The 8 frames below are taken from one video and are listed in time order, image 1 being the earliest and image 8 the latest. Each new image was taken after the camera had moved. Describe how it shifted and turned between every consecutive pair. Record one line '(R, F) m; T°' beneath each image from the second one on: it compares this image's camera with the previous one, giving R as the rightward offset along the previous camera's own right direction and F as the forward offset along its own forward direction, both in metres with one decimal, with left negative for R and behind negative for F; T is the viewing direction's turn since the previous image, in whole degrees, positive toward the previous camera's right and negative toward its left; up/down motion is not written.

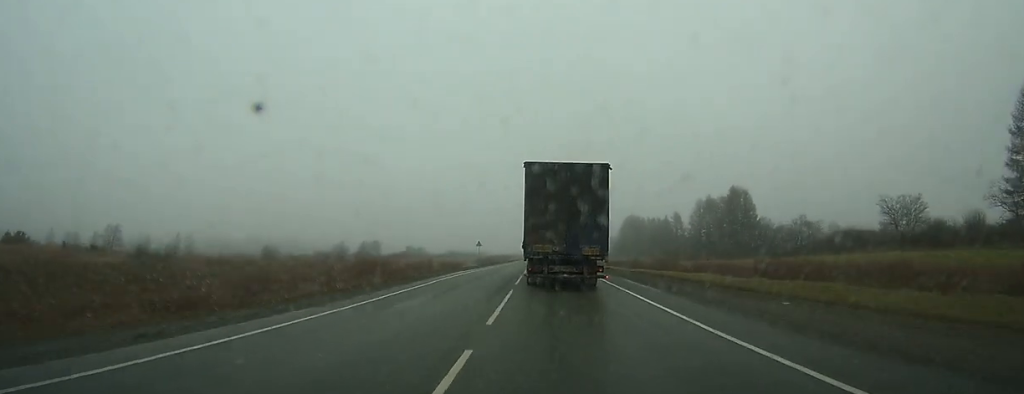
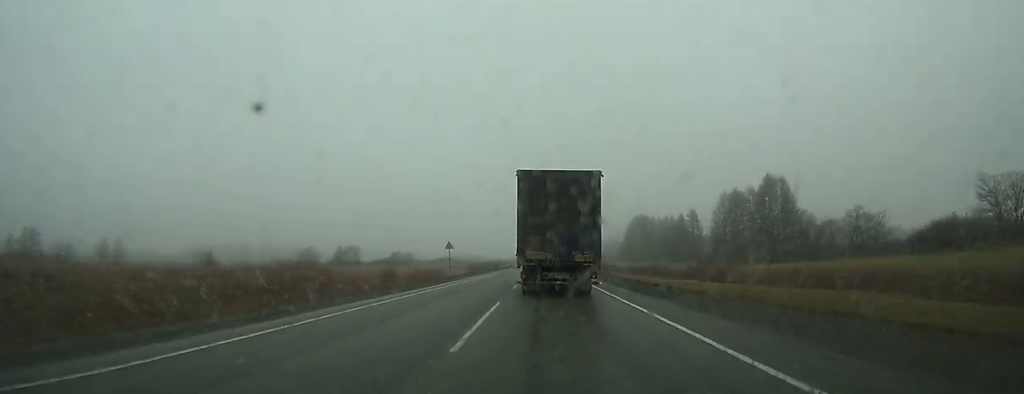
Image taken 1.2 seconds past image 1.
(+0.1, +26.3) m; 0°
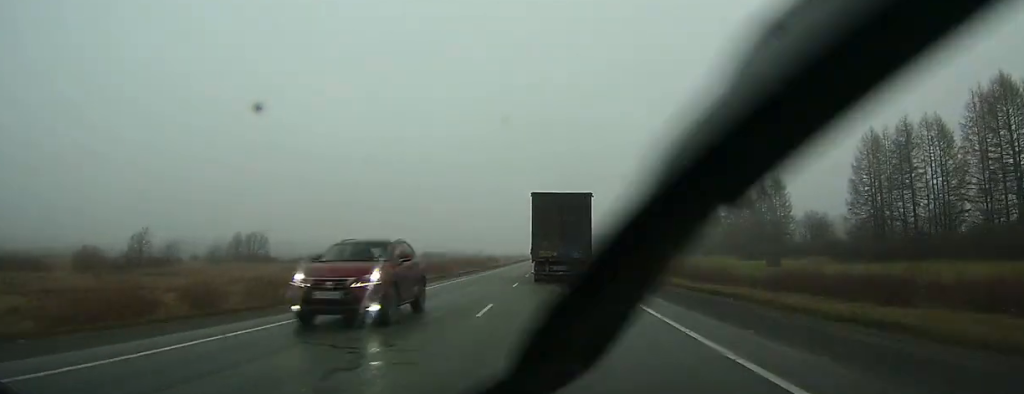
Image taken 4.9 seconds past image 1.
(+0.7, +76.8) m; 0°
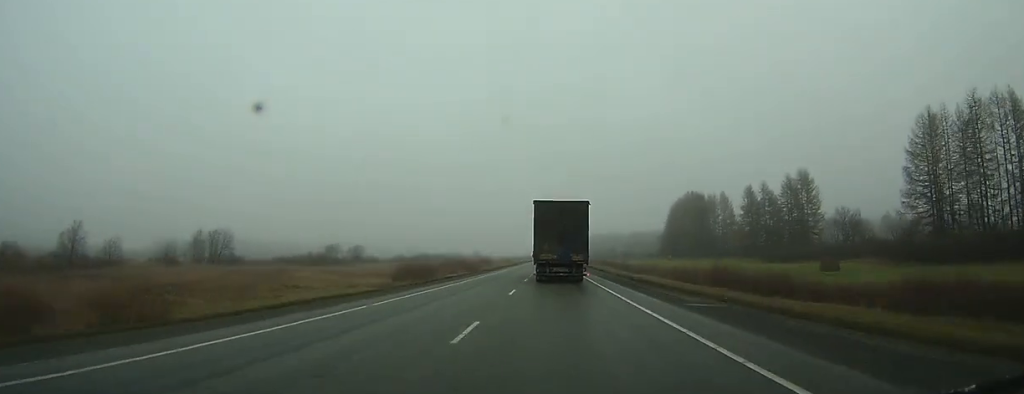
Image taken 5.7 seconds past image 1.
(-0.1, +16.2) m; 0°
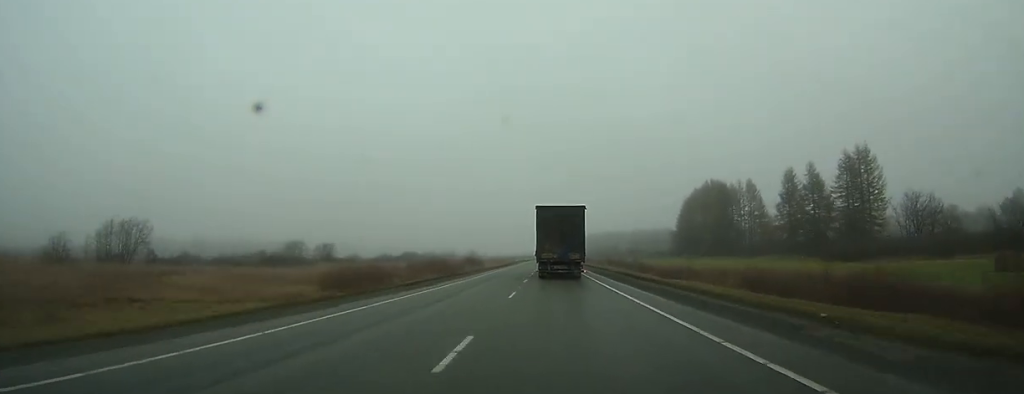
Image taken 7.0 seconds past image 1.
(-0.1, +27.1) m; 0°
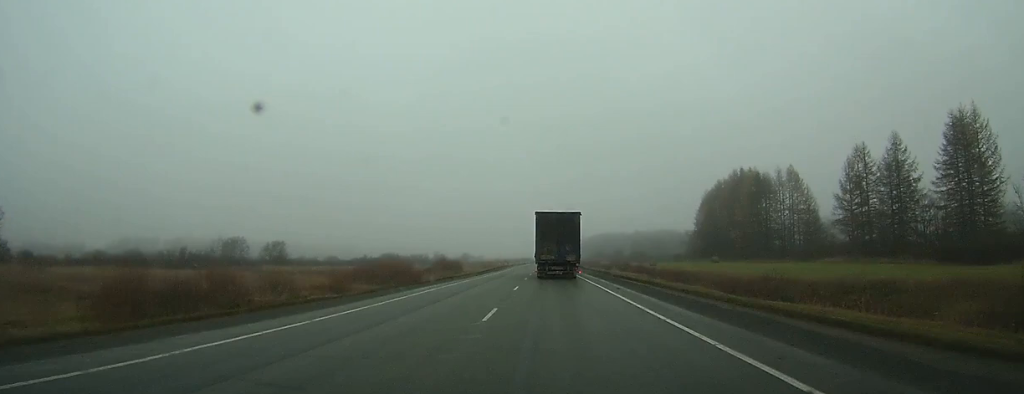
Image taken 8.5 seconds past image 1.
(-0.1, +30.1) m; 0°
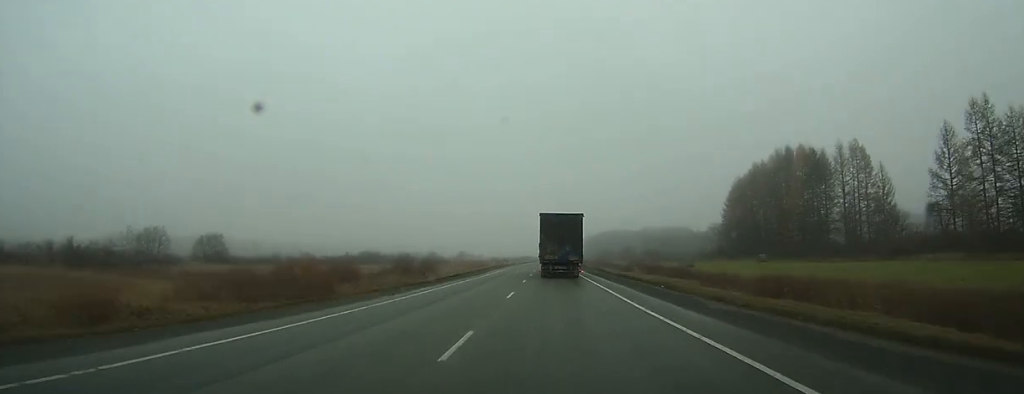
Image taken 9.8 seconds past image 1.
(+0.1, +28.4) m; 0°
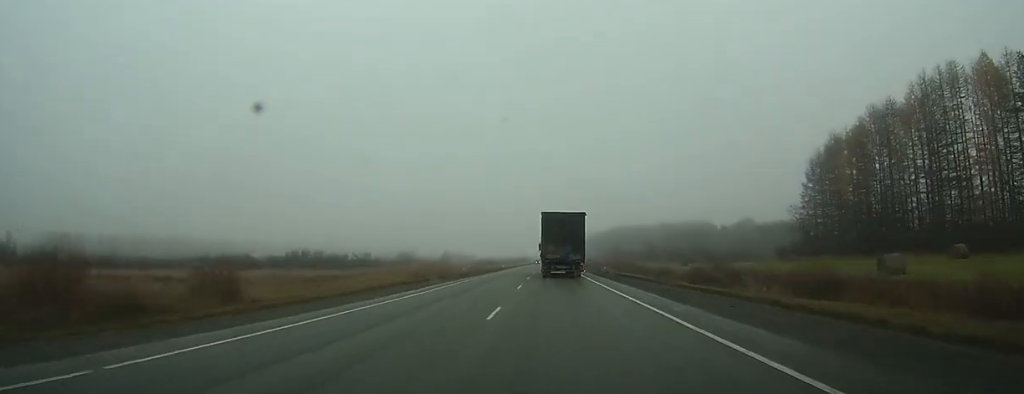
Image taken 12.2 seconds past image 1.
(+0.1, +53.2) m; 0°
